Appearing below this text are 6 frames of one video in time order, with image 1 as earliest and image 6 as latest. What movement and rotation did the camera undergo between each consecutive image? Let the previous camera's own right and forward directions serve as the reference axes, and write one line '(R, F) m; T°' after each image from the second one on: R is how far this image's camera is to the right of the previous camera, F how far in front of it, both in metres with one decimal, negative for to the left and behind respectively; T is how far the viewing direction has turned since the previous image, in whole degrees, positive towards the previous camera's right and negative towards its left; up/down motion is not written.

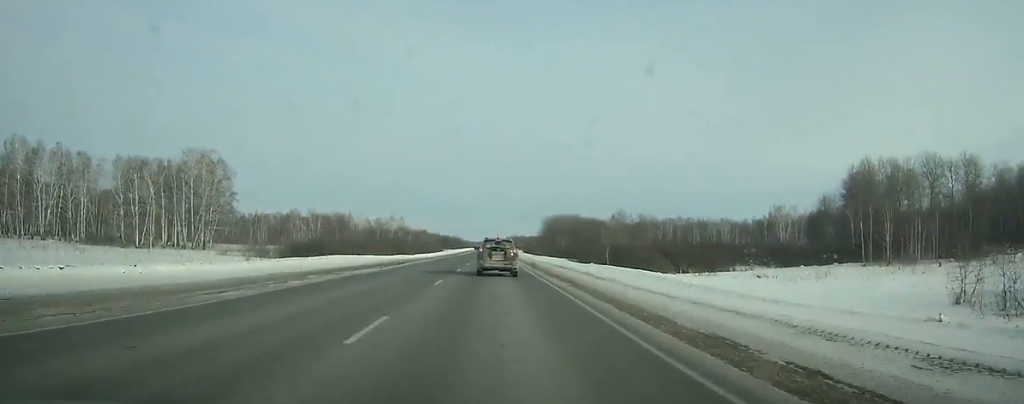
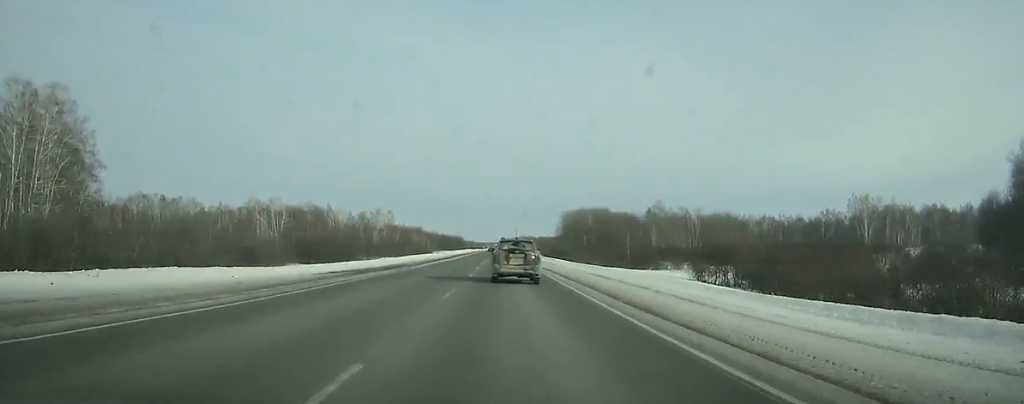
(0.0, +61.6) m; 0°
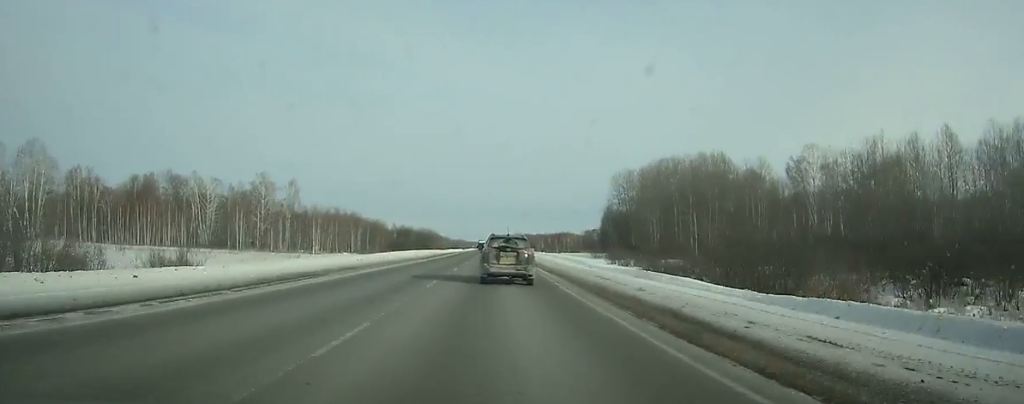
(+0.3, +141.1) m; 0°
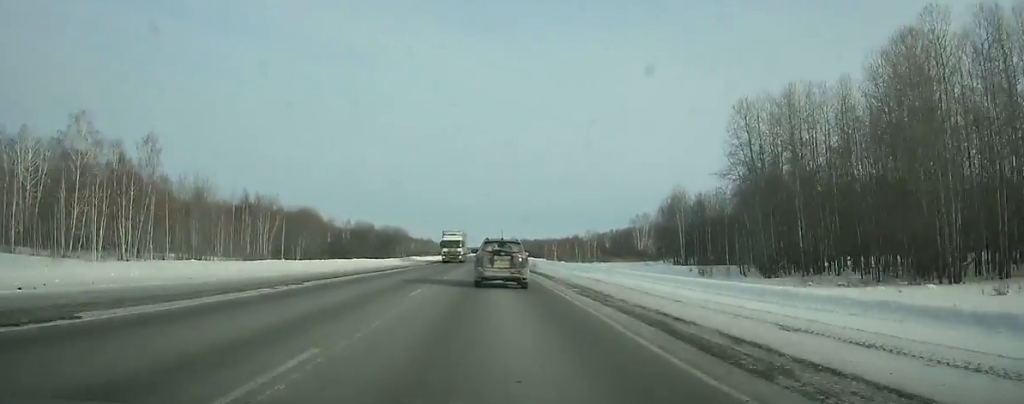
(+0.2, +74.2) m; 0°
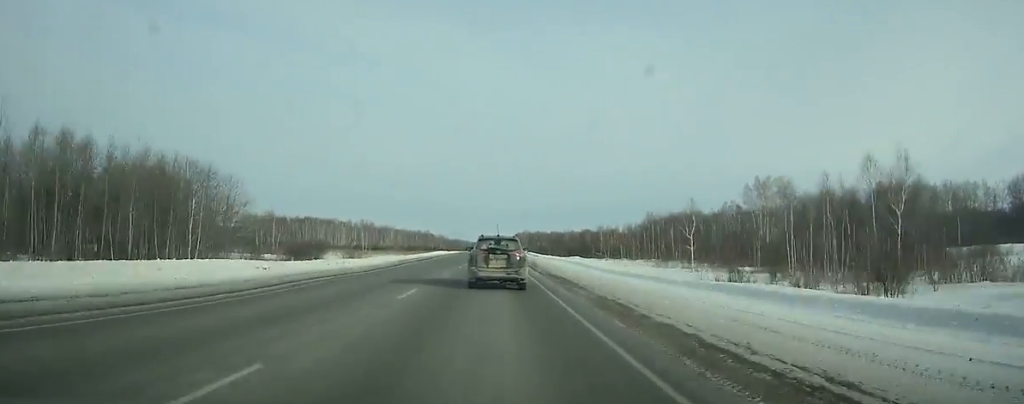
(-0.2, +130.8) m; 0°
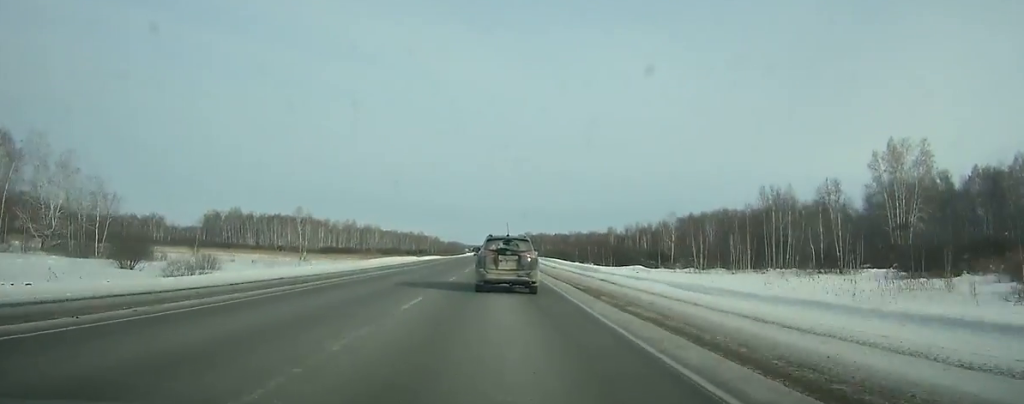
(0.0, +61.7) m; 0°
